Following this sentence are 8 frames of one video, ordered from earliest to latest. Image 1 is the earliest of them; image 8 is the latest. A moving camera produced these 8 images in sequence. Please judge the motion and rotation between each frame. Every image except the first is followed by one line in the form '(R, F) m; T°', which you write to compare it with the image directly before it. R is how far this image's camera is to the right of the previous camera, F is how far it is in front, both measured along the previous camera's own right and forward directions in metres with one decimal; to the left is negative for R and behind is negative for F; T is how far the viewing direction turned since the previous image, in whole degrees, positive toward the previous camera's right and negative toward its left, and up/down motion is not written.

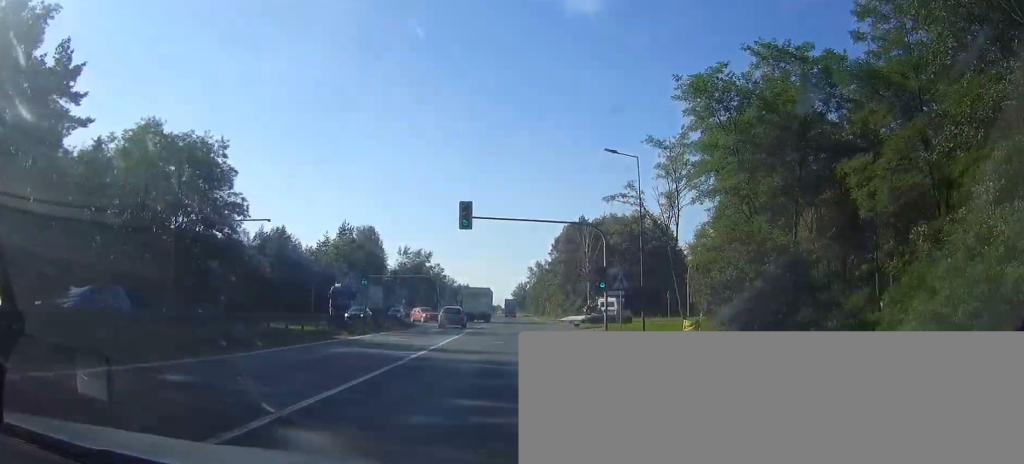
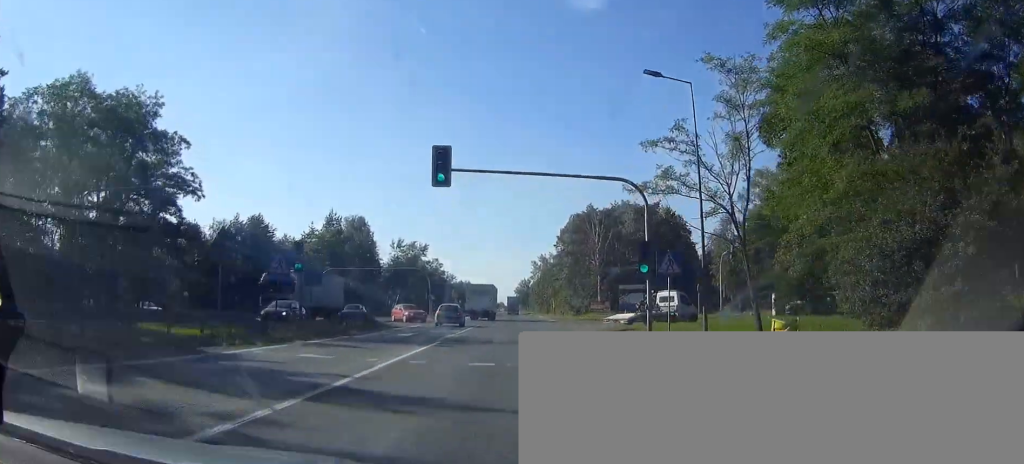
(0.0, +11.3) m; 0°
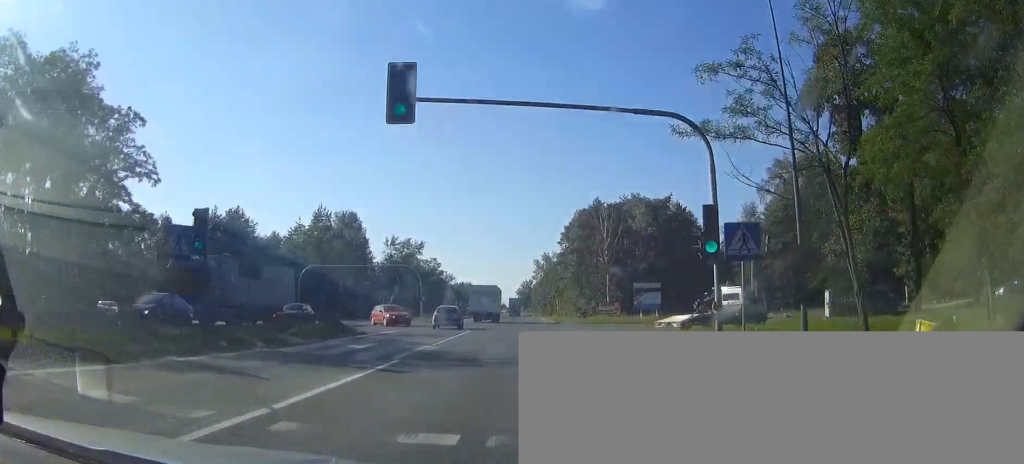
(-0.1, +8.4) m; 0°
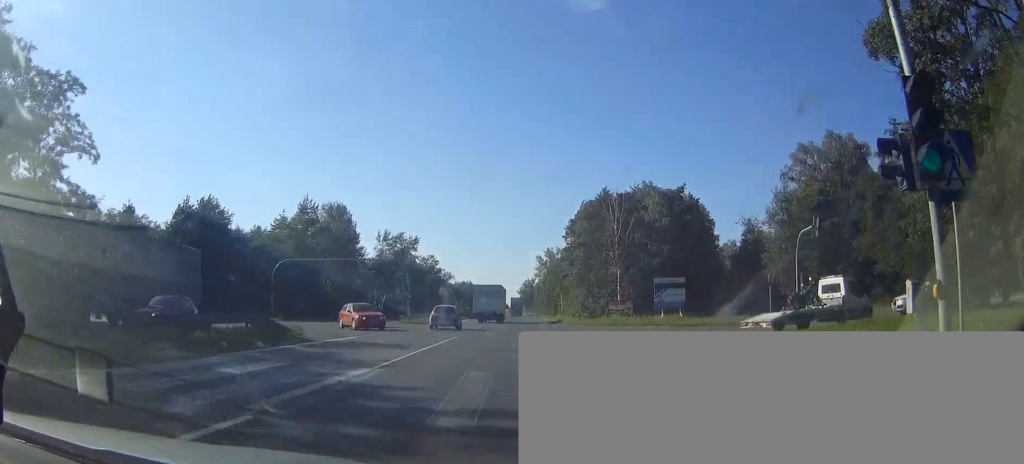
(0.0, +9.0) m; 0°
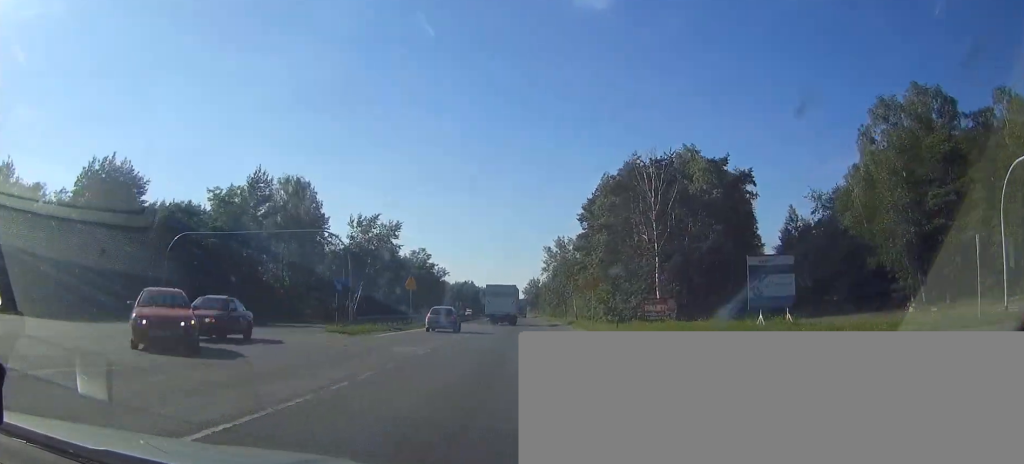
(+0.4, +22.5) m; +2°
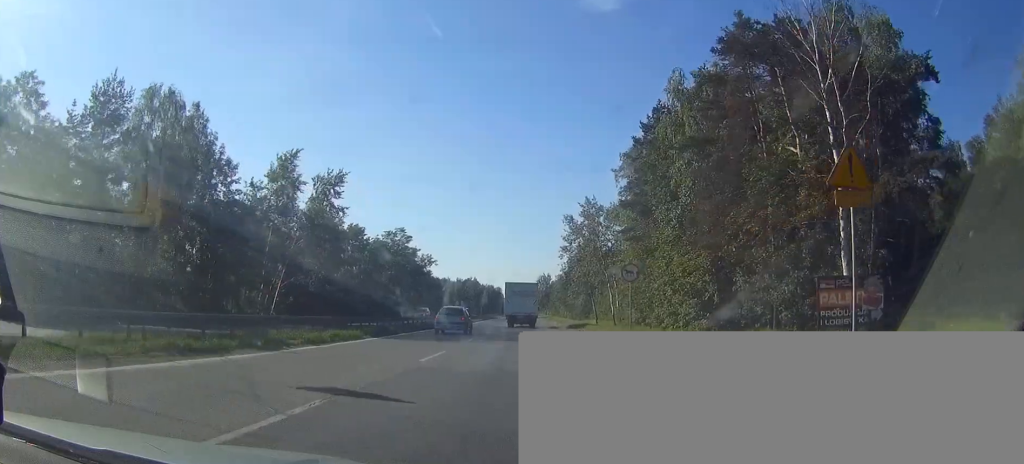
(-0.5, +37.0) m; -2°
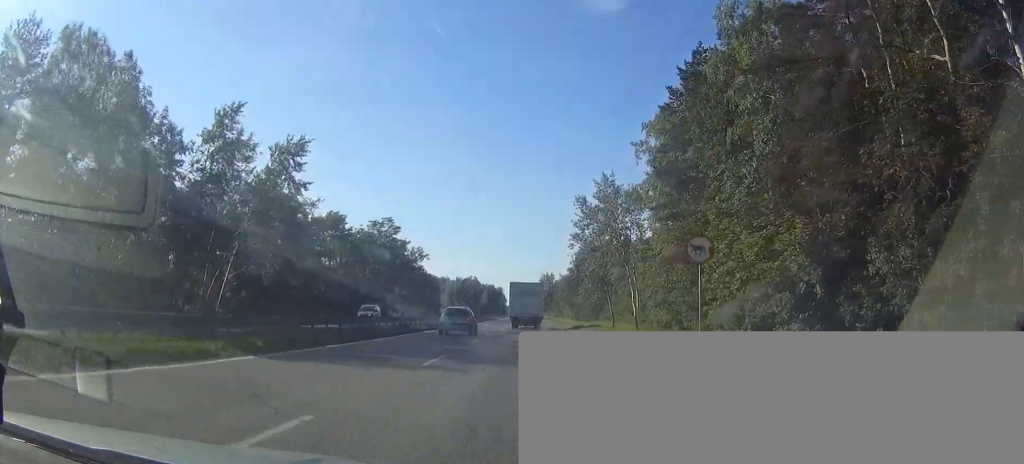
(0.0, +12.2) m; 0°
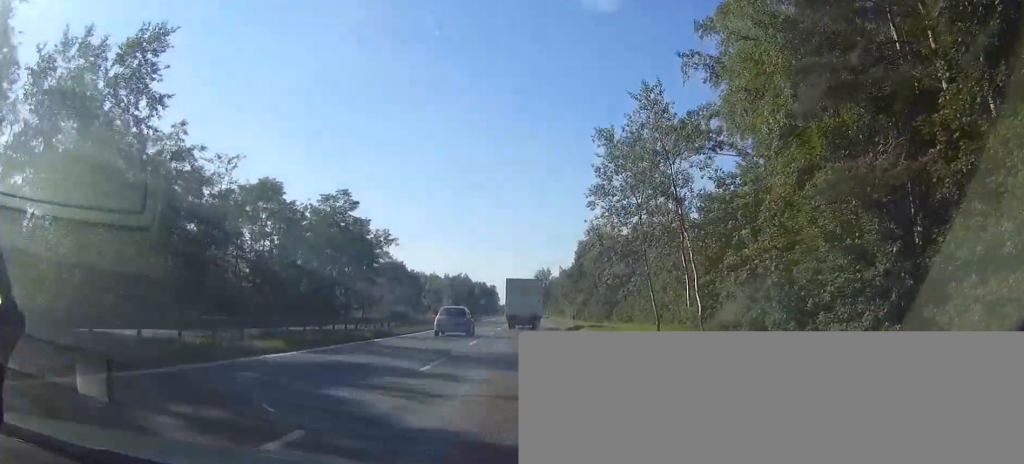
(0.0, +23.1) m; 0°
